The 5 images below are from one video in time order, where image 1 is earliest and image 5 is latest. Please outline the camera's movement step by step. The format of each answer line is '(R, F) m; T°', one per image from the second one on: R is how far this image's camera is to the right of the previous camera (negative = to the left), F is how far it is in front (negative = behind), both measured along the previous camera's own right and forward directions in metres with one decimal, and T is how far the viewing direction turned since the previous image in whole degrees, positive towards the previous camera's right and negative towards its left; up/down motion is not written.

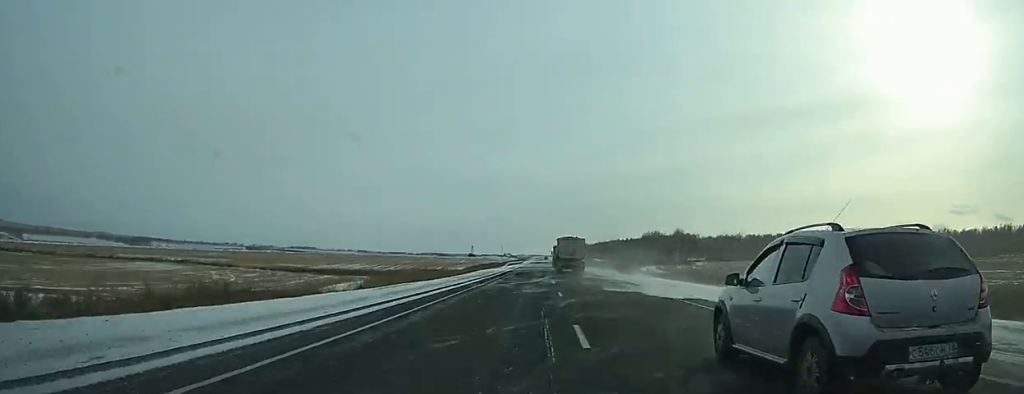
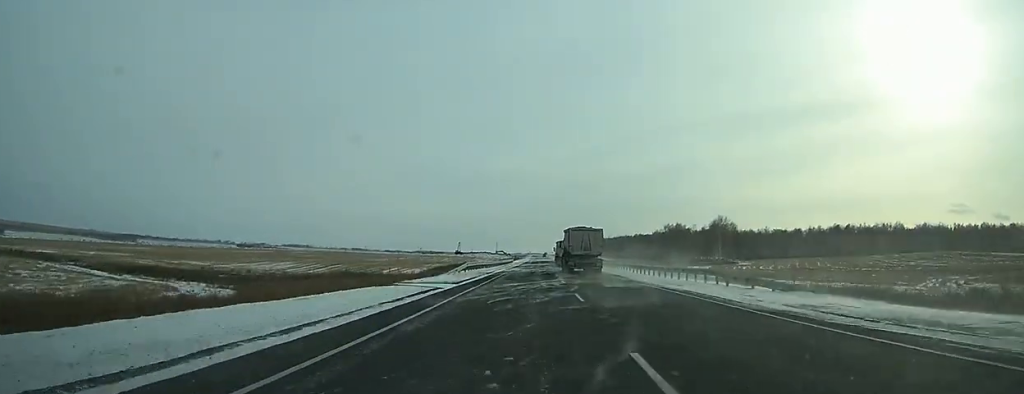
(+0.3, +70.8) m; +1°
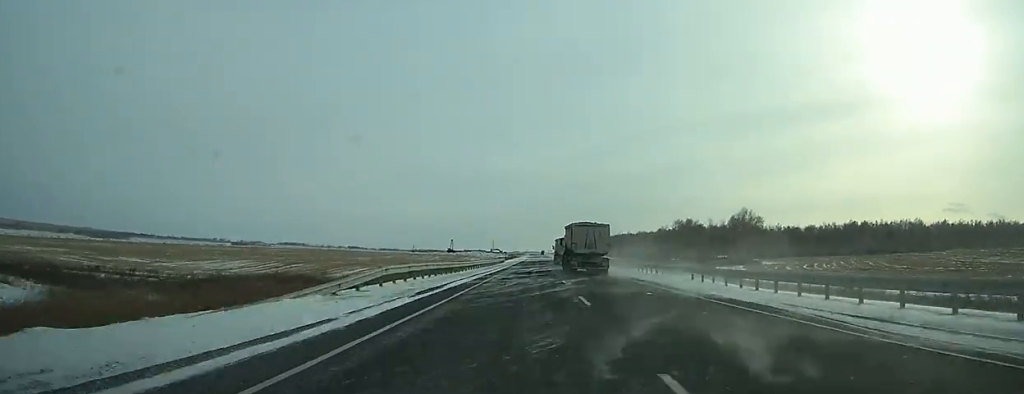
(+0.1, +27.3) m; 0°
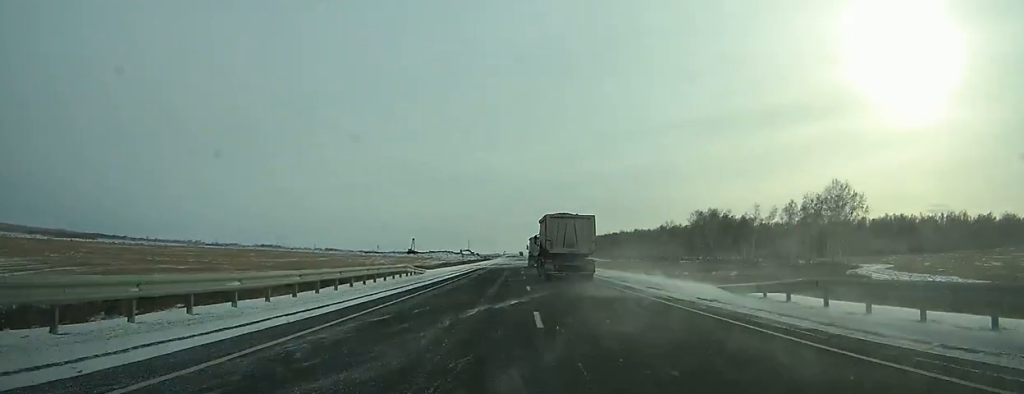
(+0.4, +69.1) m; 0°
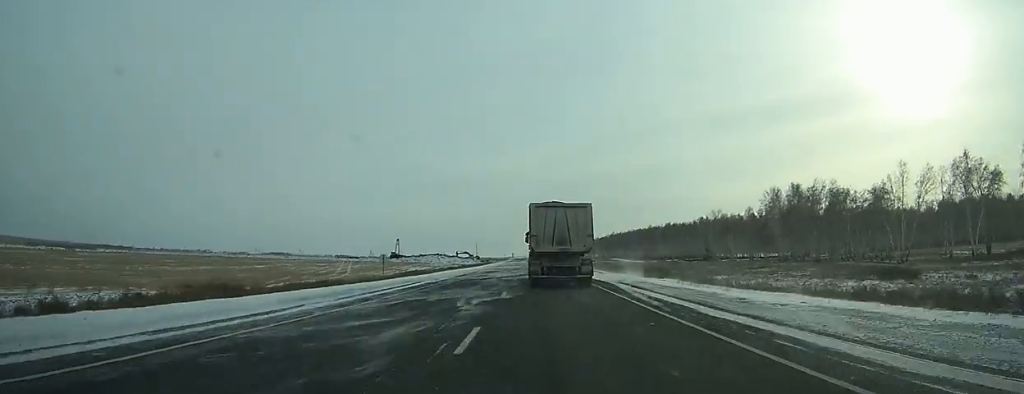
(0.0, +62.6) m; 0°
